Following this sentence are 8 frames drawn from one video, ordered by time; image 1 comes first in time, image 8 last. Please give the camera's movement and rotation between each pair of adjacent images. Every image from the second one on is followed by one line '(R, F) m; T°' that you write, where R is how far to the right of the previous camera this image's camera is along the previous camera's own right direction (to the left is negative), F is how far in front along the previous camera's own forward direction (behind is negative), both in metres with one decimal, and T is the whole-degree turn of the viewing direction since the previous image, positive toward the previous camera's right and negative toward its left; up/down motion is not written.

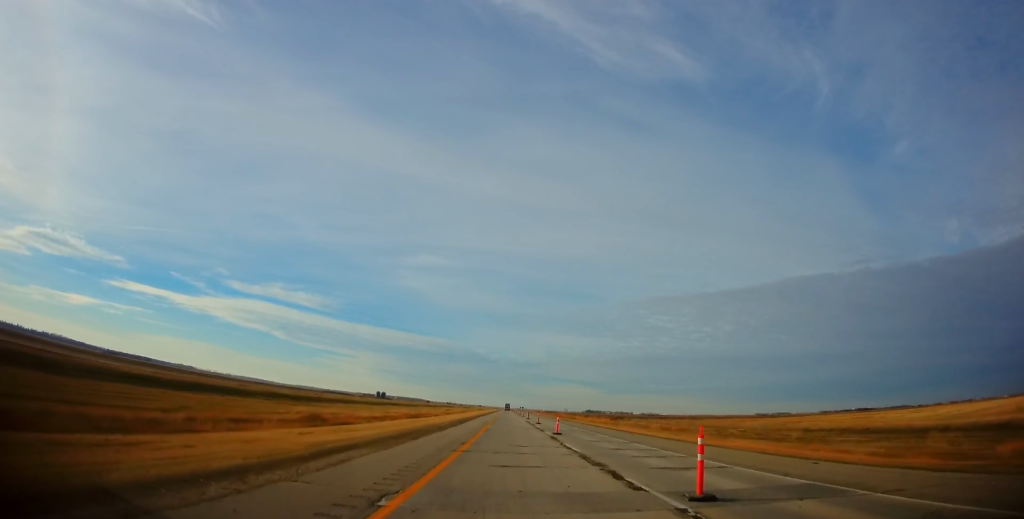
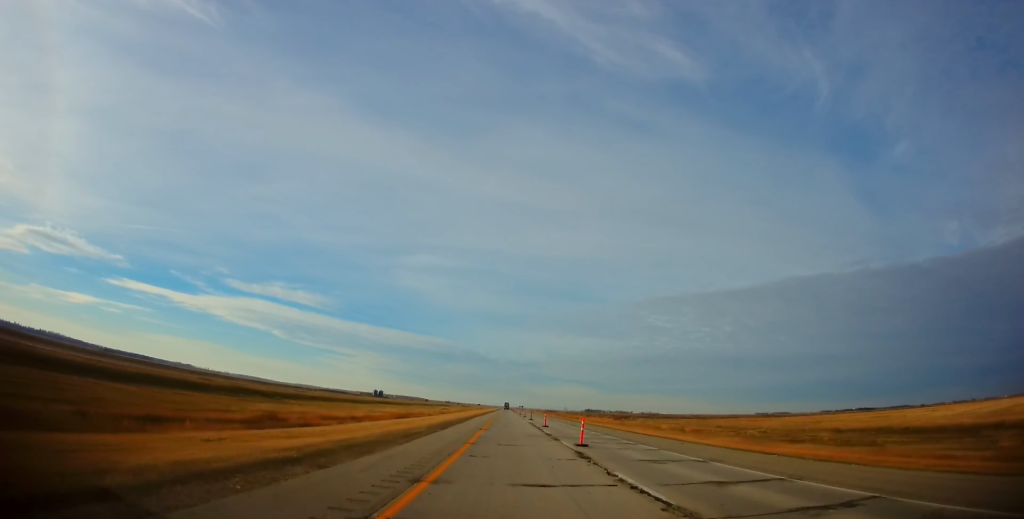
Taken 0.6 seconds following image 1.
(0.0, +10.8) m; 0°
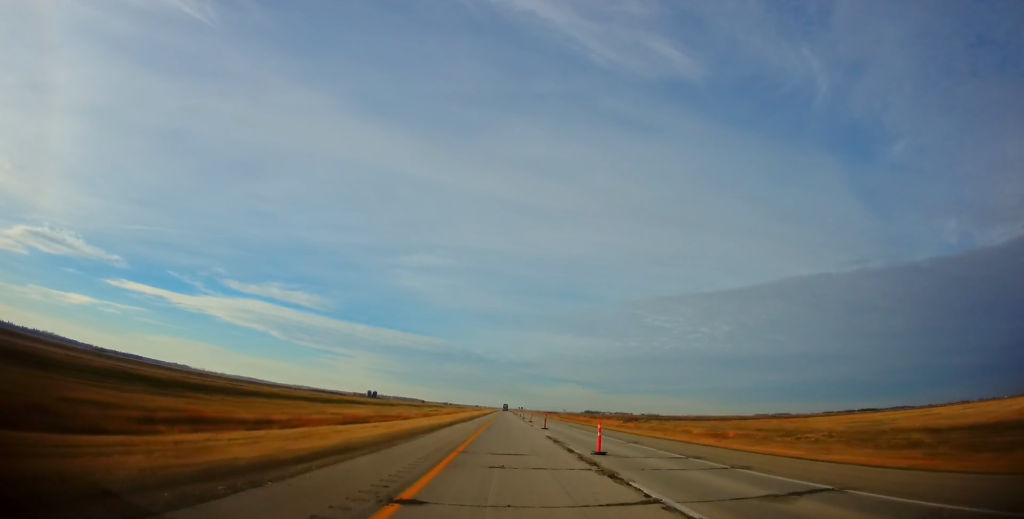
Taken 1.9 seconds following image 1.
(+0.2, +25.9) m; +1°
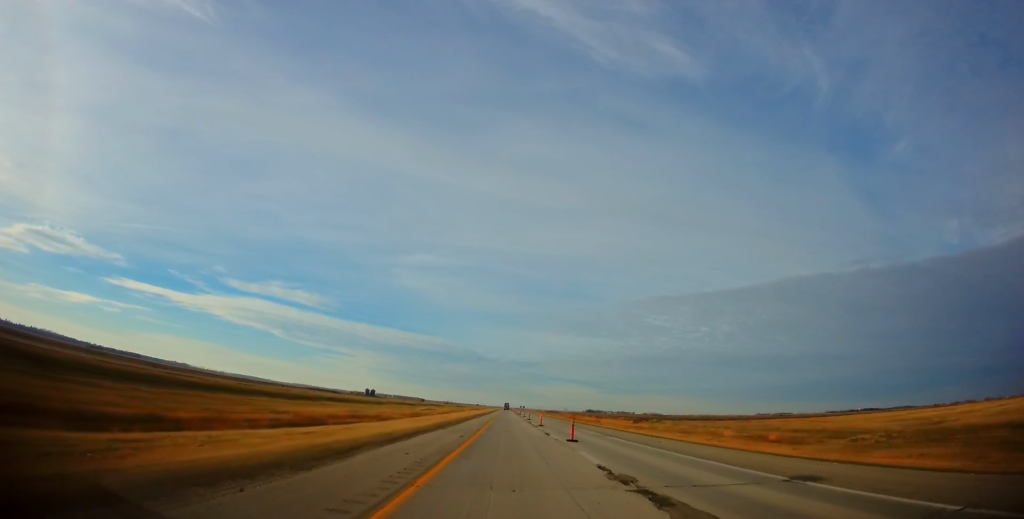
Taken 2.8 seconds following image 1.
(0.0, +16.5) m; 0°
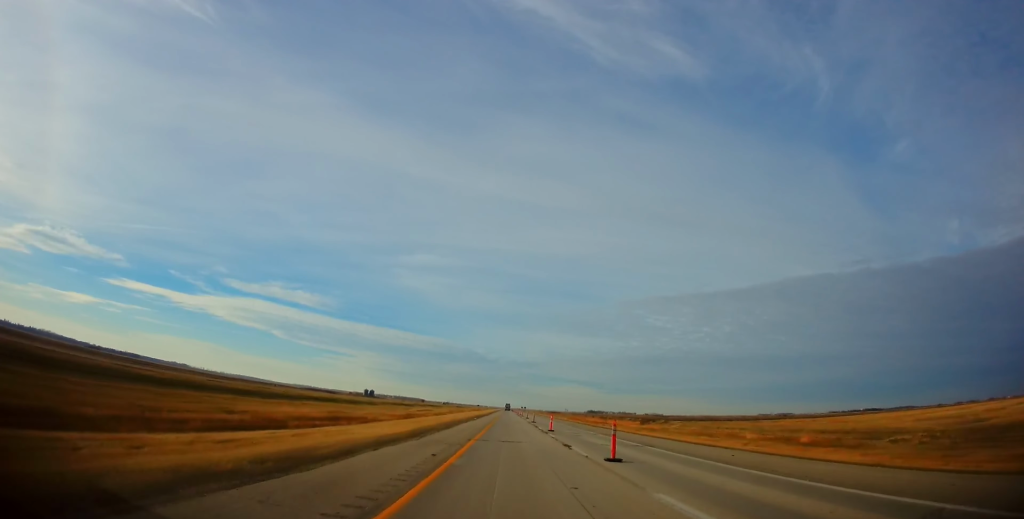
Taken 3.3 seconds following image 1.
(0.0, +9.6) m; 0°
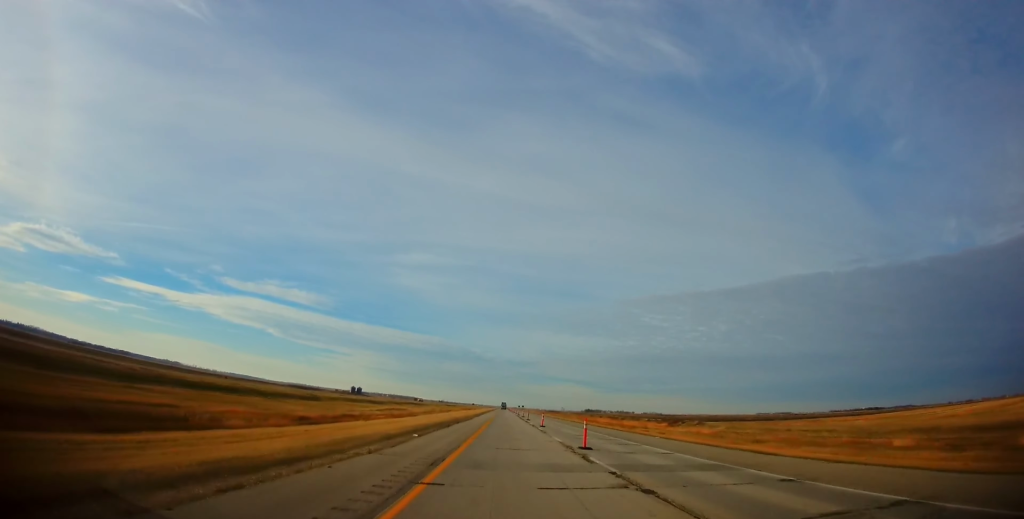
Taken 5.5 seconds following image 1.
(+0.6, +41.4) m; +1°
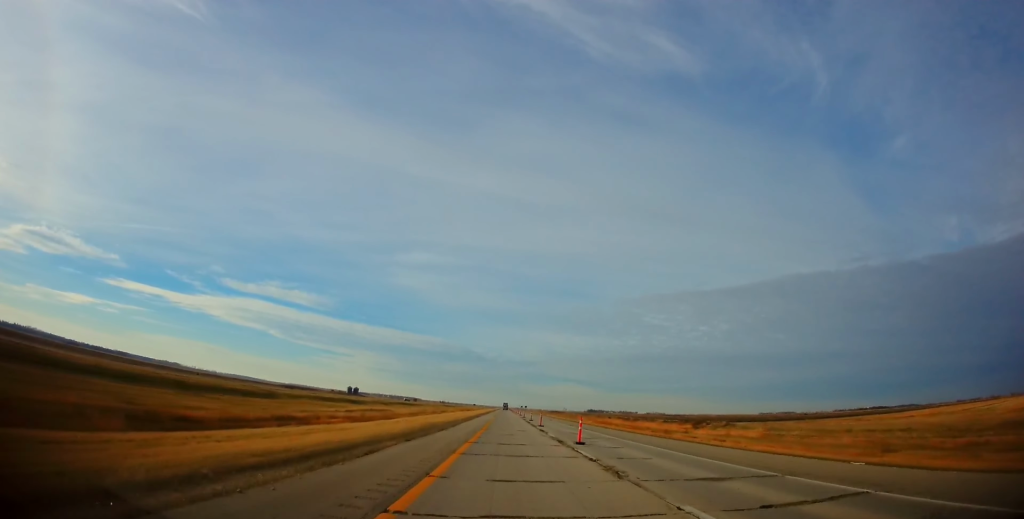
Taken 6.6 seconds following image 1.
(-0.3, +20.8) m; -1°
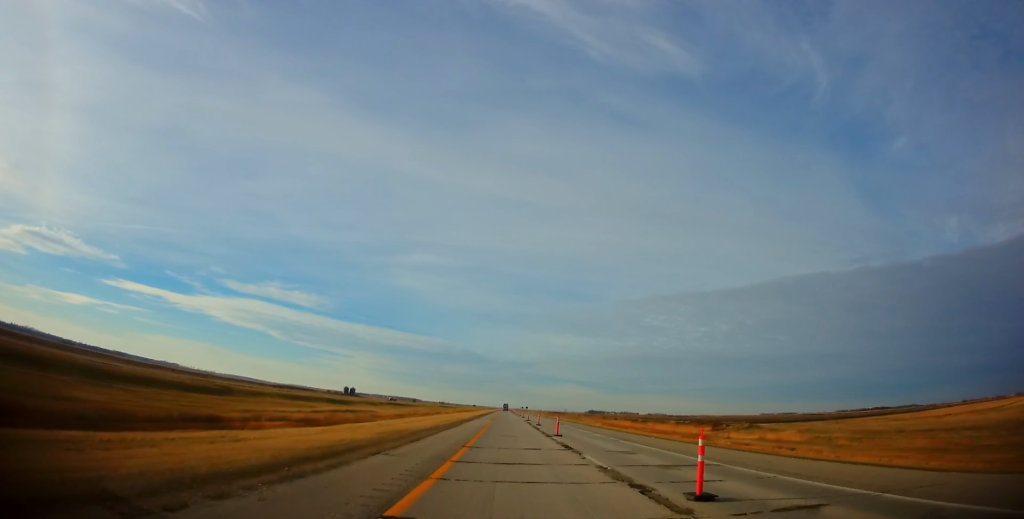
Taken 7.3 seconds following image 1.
(-0.2, +14.4) m; +1°
